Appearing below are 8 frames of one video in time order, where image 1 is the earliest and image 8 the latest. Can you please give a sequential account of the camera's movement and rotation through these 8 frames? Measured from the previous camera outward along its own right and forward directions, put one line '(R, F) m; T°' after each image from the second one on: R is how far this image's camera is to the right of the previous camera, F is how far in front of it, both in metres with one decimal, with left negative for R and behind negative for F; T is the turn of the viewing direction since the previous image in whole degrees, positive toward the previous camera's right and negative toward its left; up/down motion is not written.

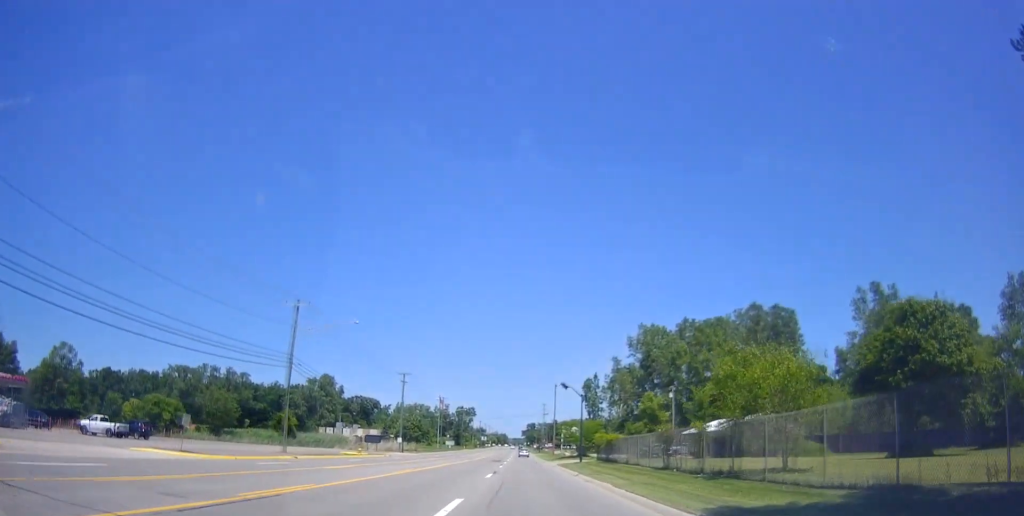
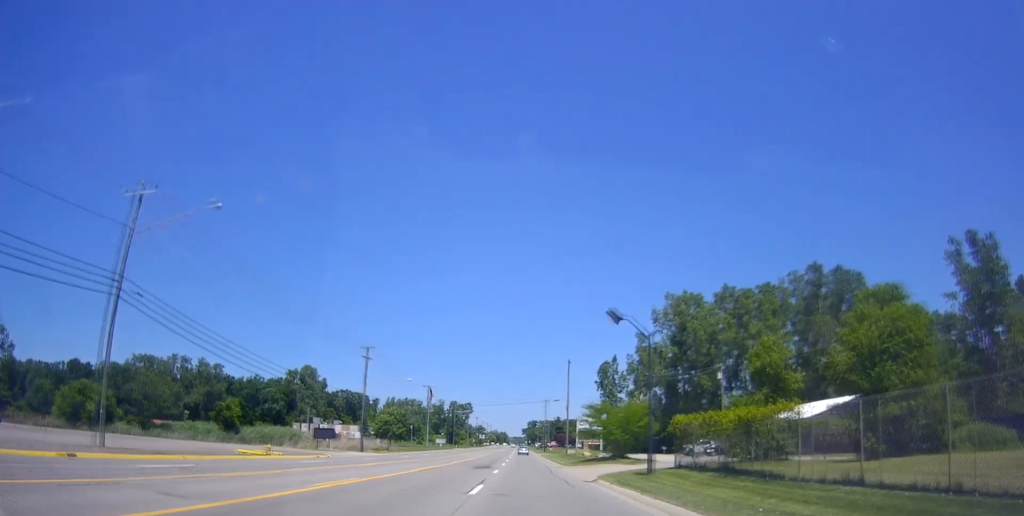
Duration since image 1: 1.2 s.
(+0.2, +25.6) m; +1°
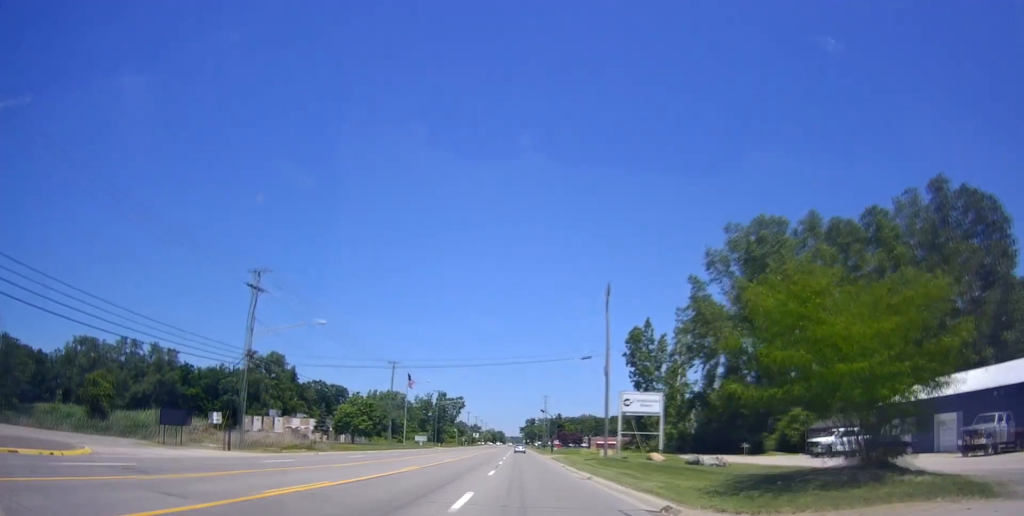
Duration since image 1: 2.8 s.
(-0.8, +34.4) m; -2°
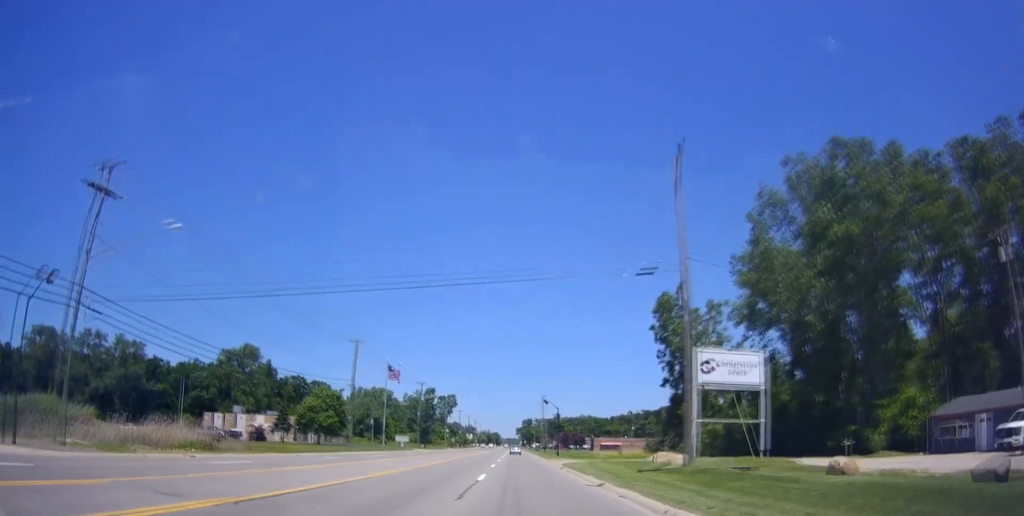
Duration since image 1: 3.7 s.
(+0.3, +19.9) m; 0°
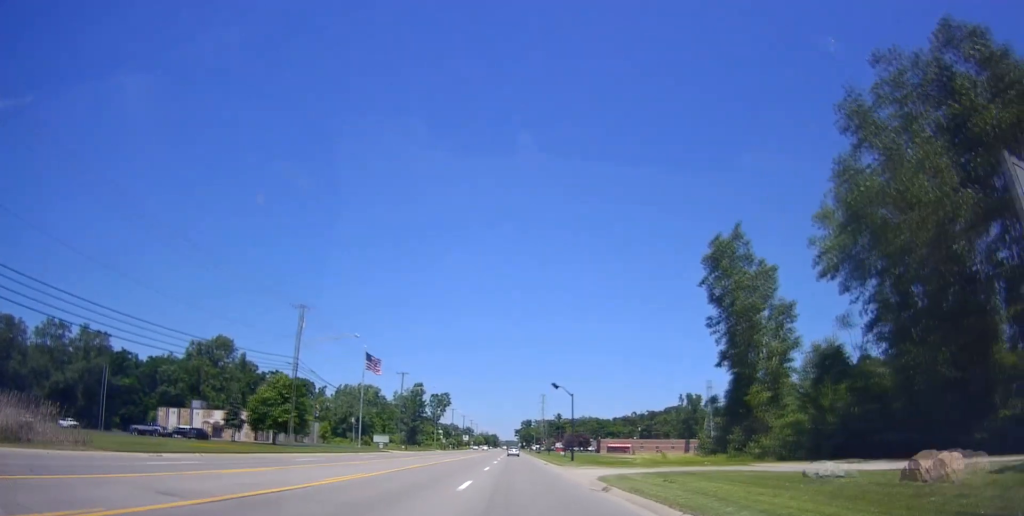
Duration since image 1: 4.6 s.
(-0.1, +19.0) m; 0°
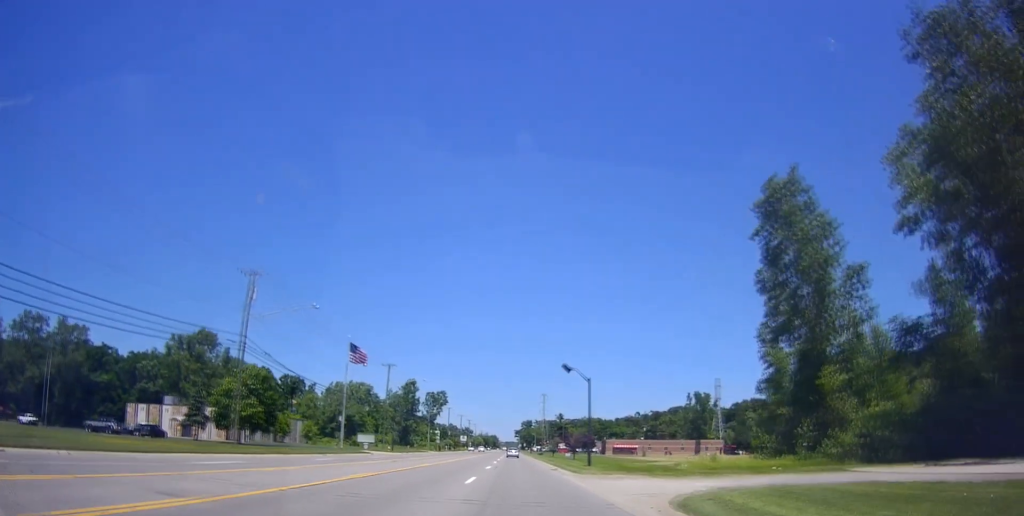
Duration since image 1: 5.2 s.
(-0.1, +11.3) m; 0°
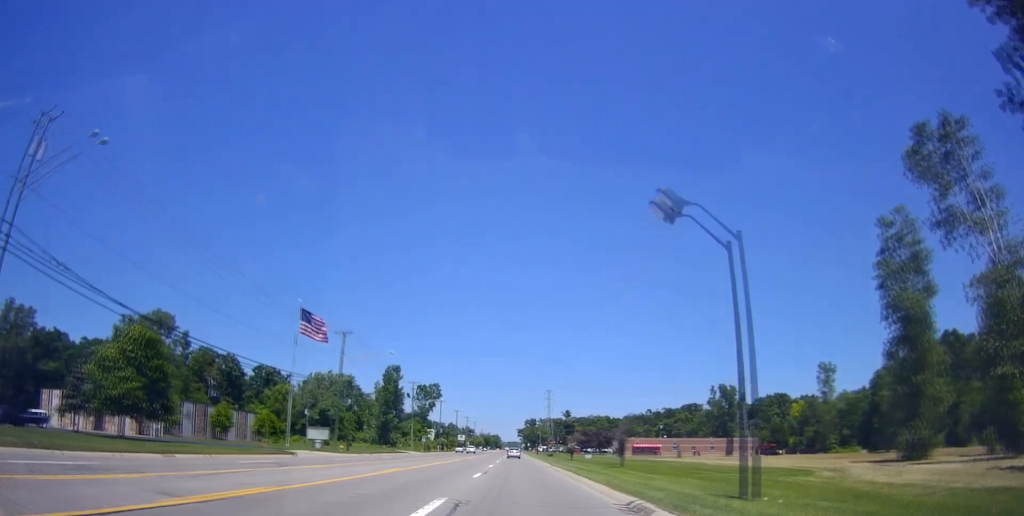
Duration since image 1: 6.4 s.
(+0.5, +26.1) m; +2°
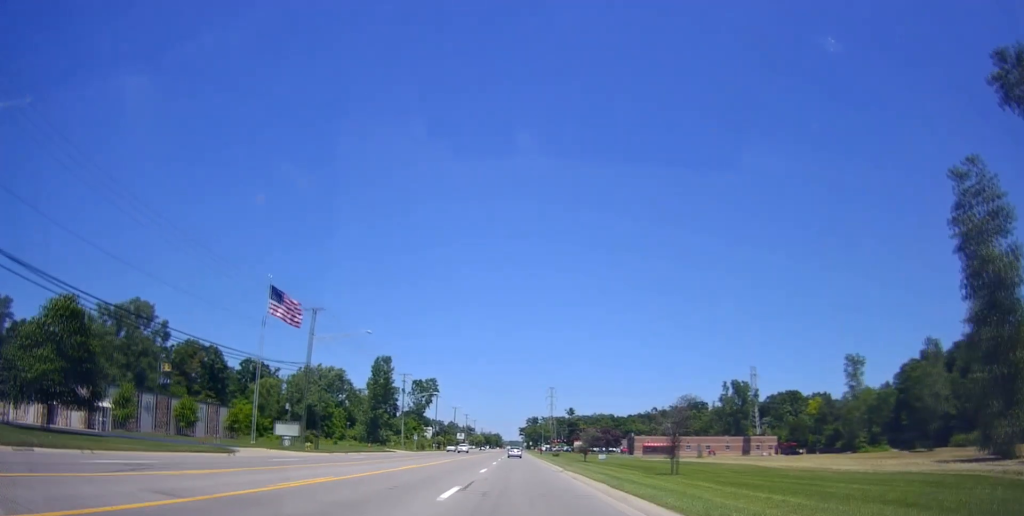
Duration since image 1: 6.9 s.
(+0.2, +11.3) m; +1°
